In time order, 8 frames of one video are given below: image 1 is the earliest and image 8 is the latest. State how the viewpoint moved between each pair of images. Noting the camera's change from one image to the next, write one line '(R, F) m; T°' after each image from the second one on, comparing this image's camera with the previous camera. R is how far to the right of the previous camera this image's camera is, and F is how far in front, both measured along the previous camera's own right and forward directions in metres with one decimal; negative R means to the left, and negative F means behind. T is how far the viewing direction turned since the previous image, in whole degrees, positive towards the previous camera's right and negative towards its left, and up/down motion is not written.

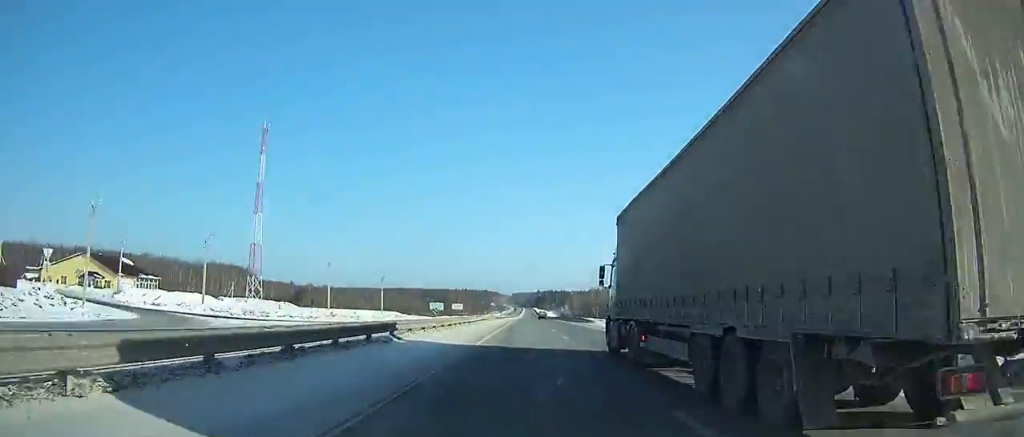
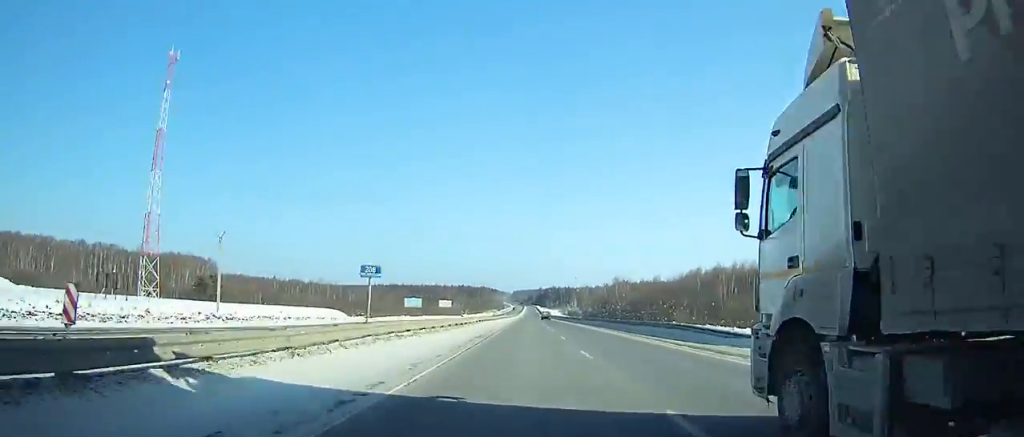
(+0.1, +60.1) m; 0°
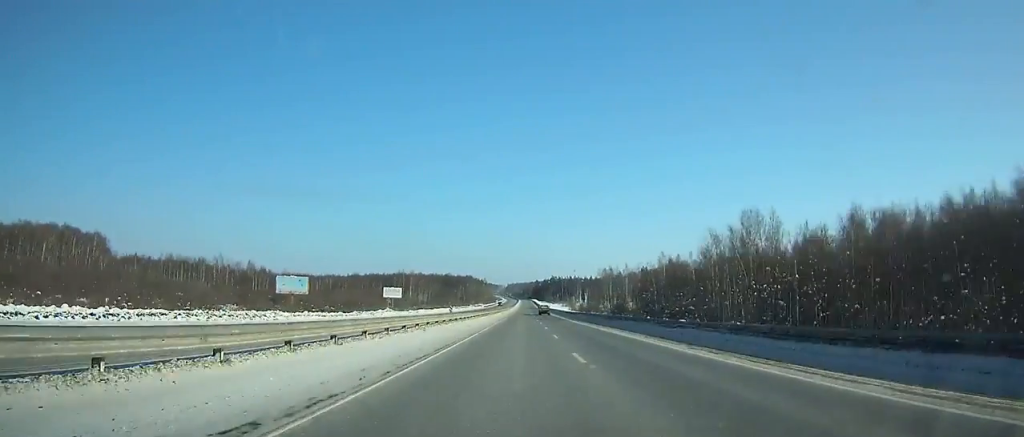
(+0.2, +110.3) m; 0°
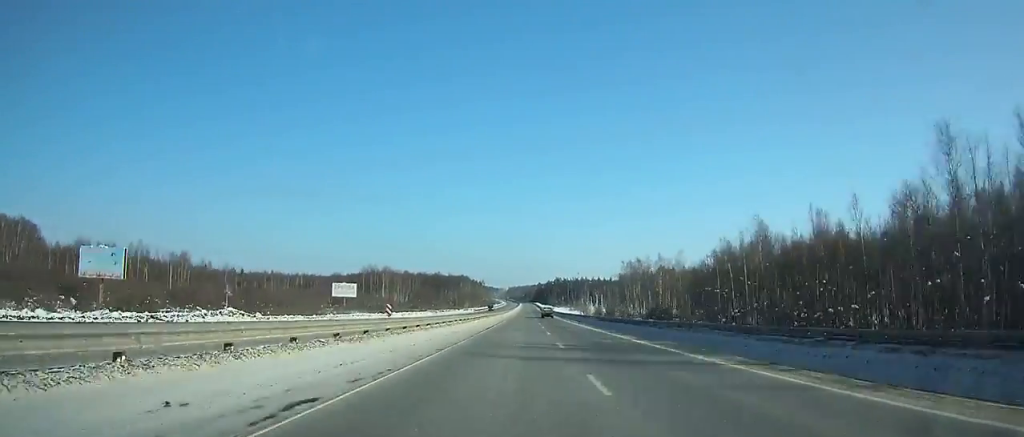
(+0.2, +52.7) m; 0°
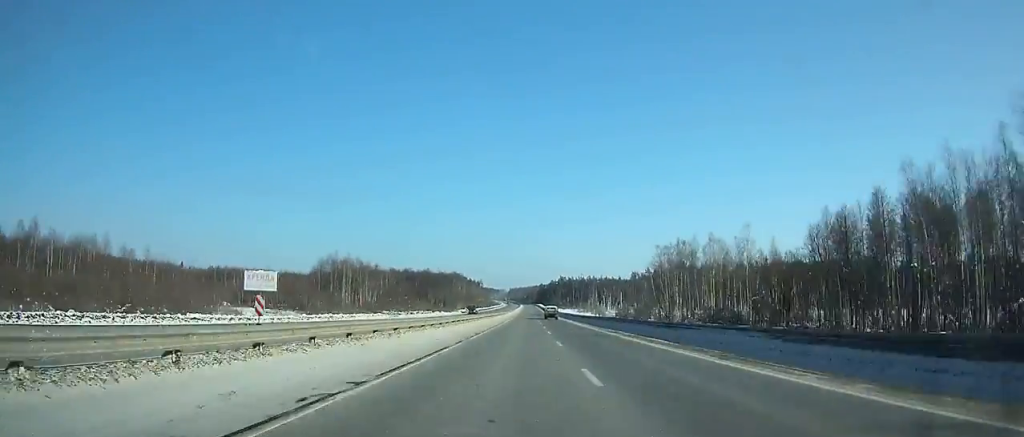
(-0.2, +47.3) m; 0°
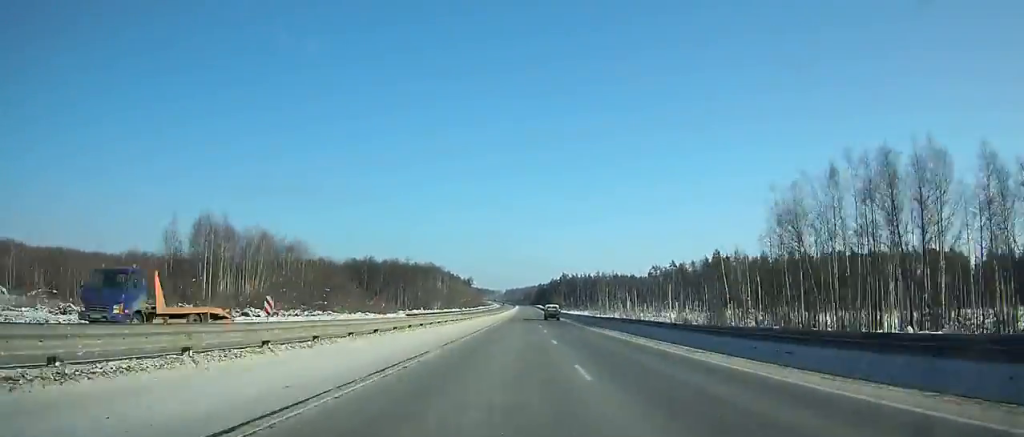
(-0.2, +72.6) m; 0°
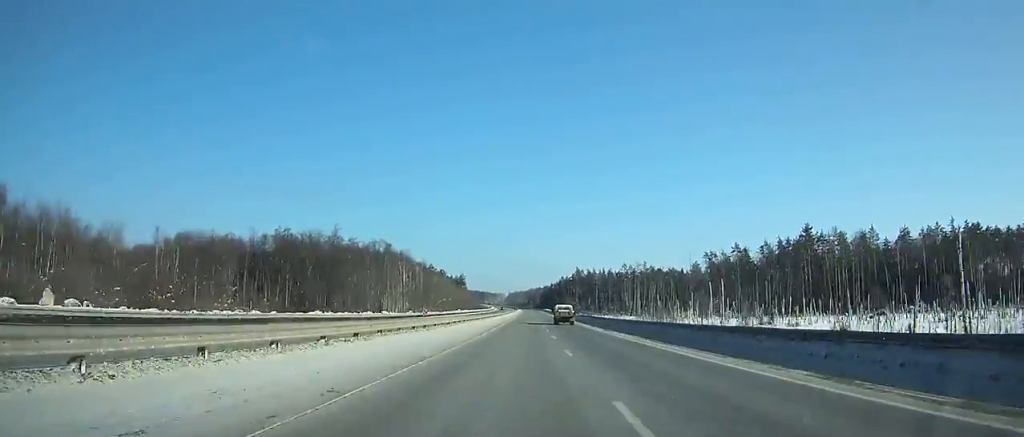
(0.0, +89.2) m; 0°
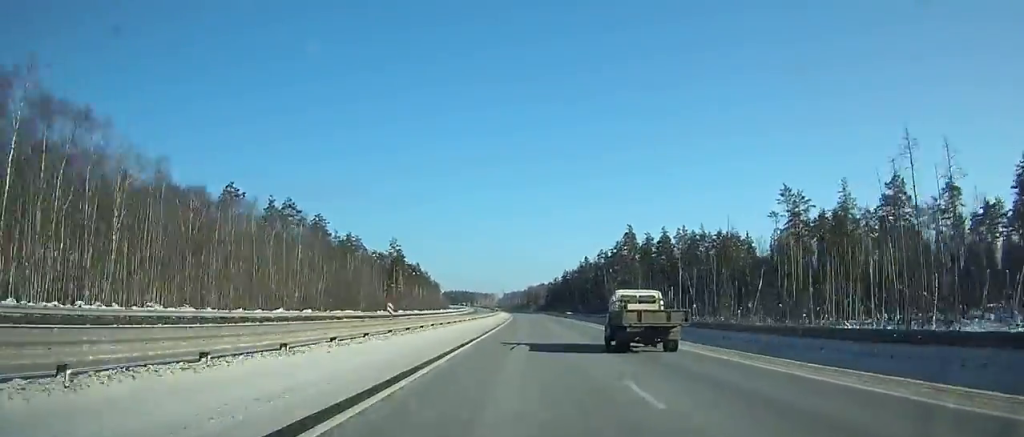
(-0.3, +187.3) m; 0°
